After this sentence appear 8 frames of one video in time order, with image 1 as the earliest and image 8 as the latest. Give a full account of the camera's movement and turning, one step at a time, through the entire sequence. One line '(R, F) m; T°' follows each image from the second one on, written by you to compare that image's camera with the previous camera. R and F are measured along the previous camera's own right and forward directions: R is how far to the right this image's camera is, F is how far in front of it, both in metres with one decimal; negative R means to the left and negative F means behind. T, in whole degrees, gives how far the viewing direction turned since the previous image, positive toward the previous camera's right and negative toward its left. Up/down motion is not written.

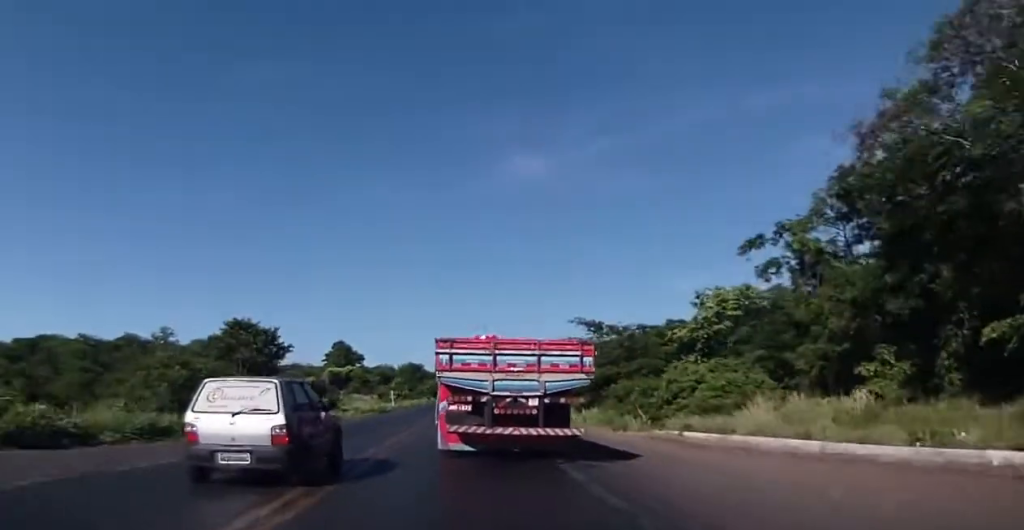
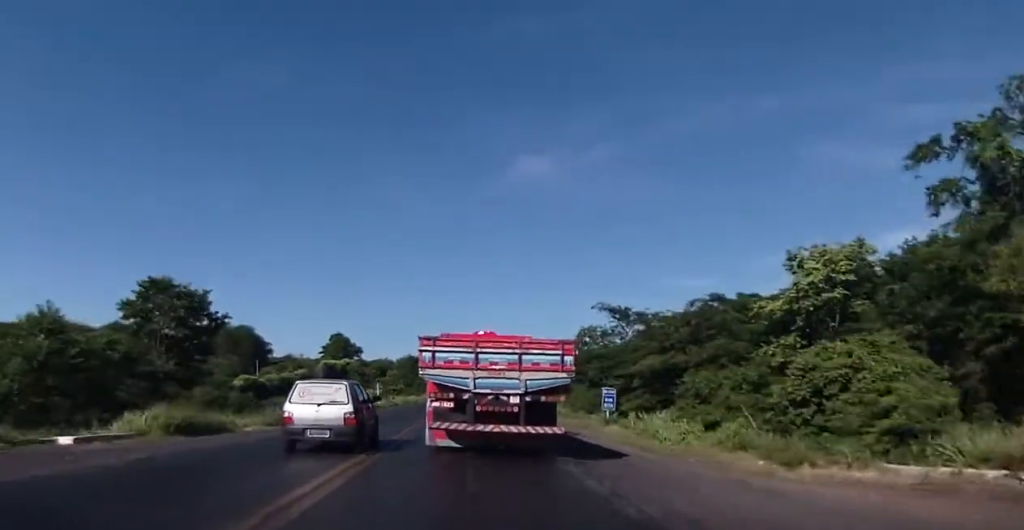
(+0.1, +15.7) m; 0°
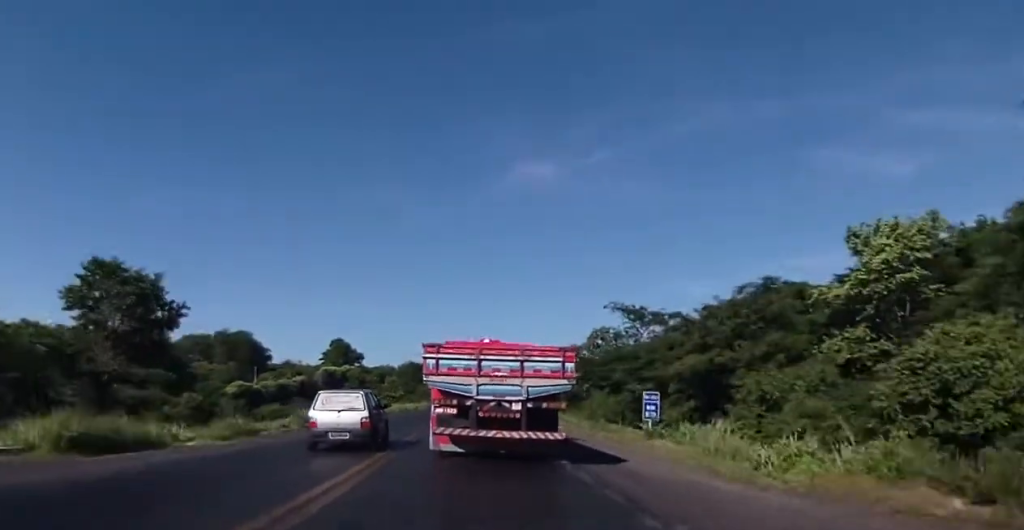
(0.0, +6.6) m; +1°
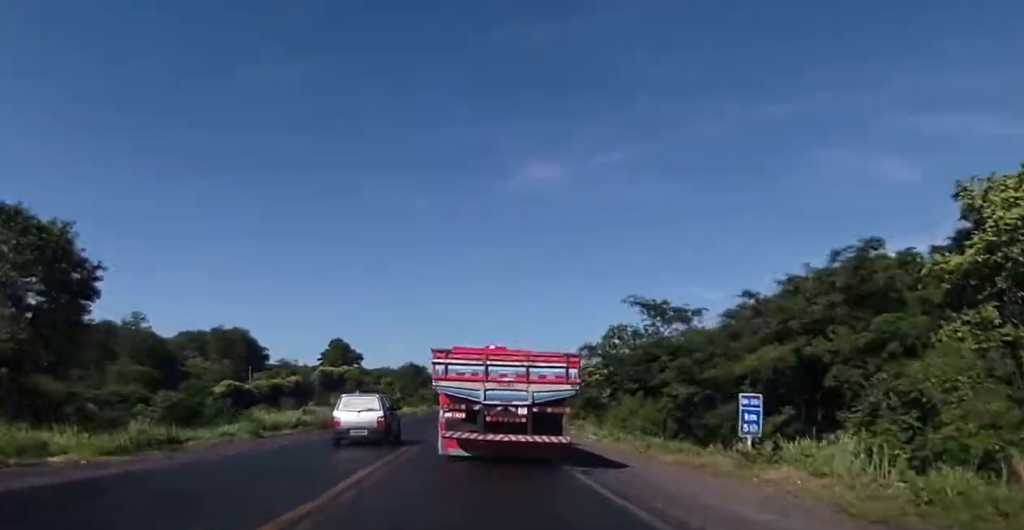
(-0.1, +8.7) m; +1°
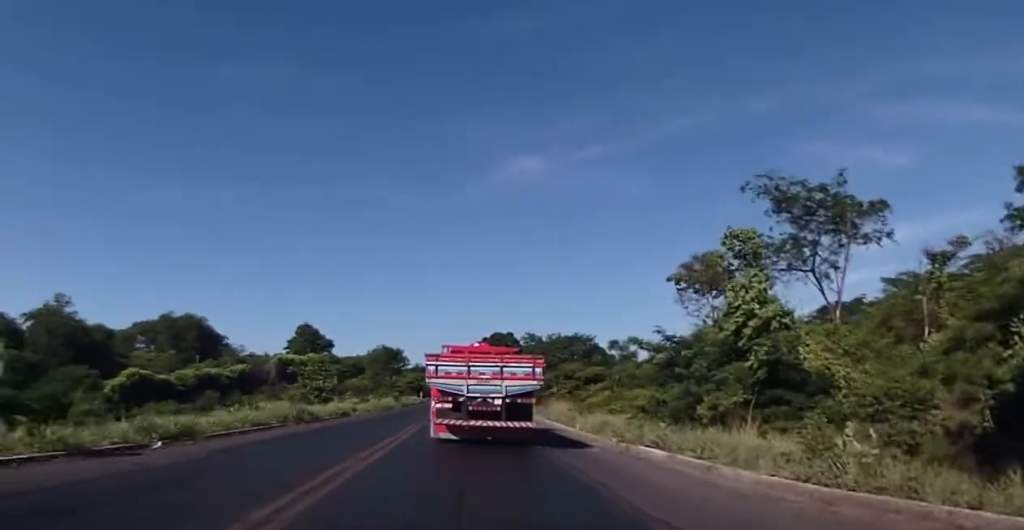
(+0.3, +40.1) m; 0°
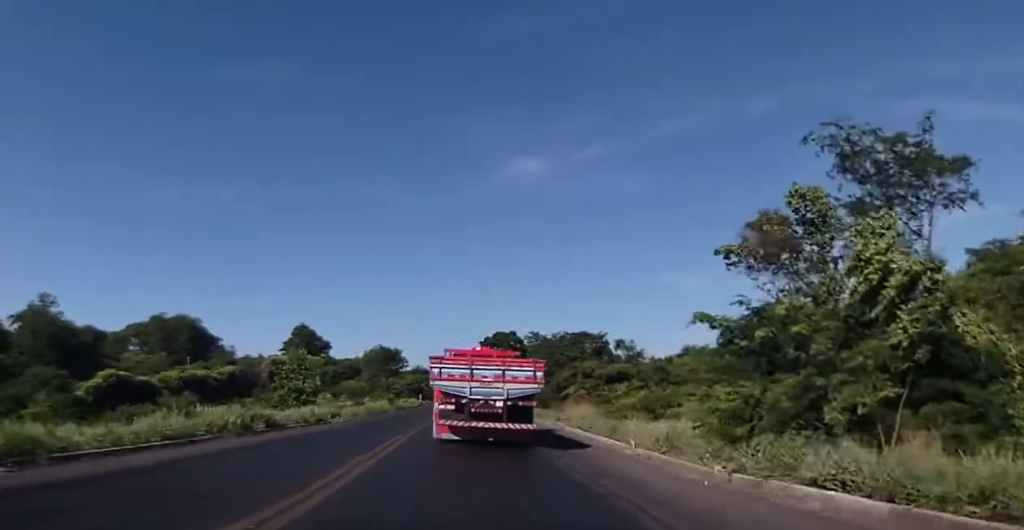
(-0.1, +8.3) m; -1°
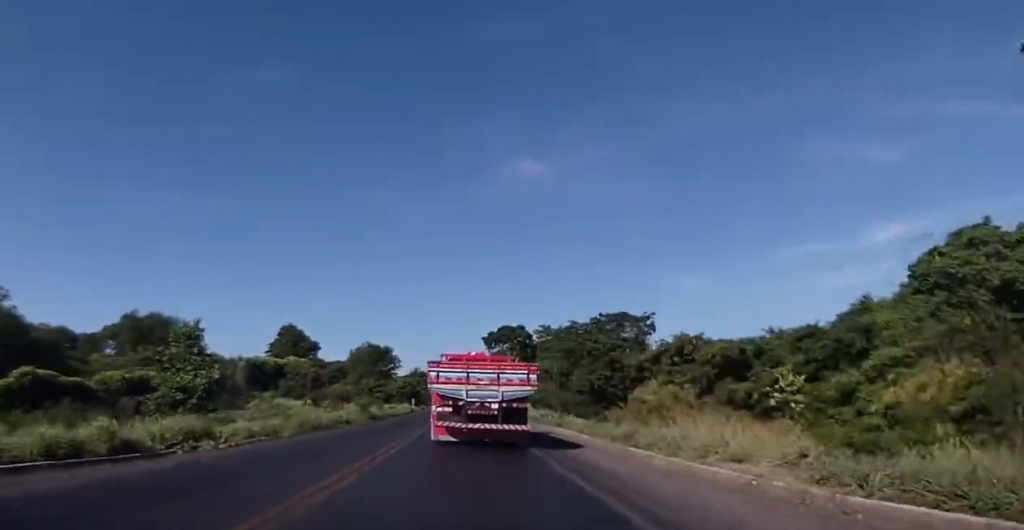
(-0.5, +22.4) m; 0°
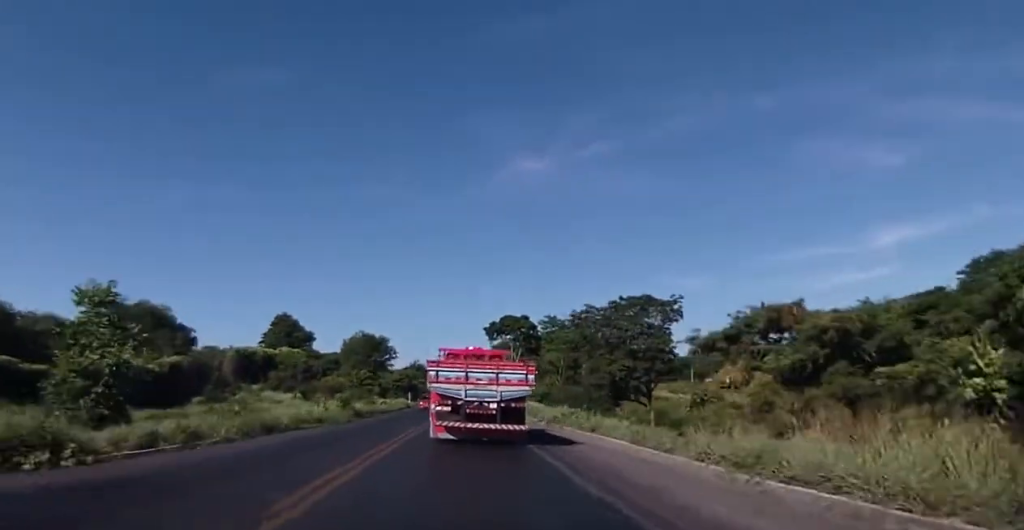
(+0.2, +9.0) m; 0°
